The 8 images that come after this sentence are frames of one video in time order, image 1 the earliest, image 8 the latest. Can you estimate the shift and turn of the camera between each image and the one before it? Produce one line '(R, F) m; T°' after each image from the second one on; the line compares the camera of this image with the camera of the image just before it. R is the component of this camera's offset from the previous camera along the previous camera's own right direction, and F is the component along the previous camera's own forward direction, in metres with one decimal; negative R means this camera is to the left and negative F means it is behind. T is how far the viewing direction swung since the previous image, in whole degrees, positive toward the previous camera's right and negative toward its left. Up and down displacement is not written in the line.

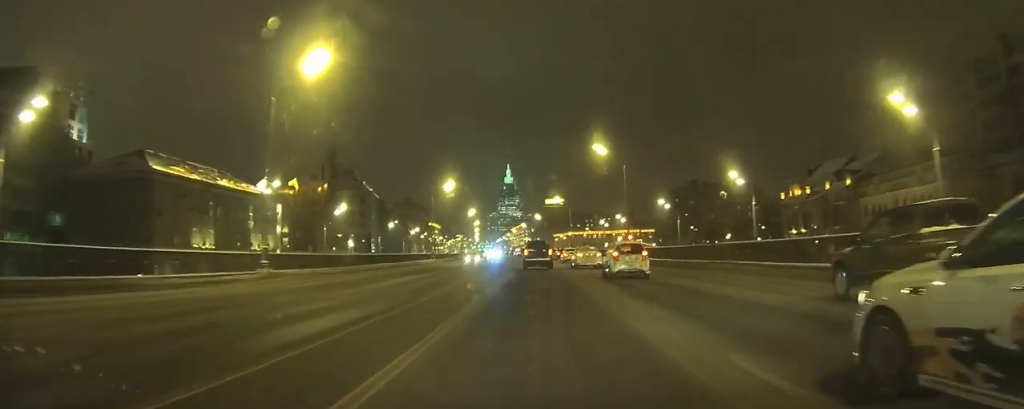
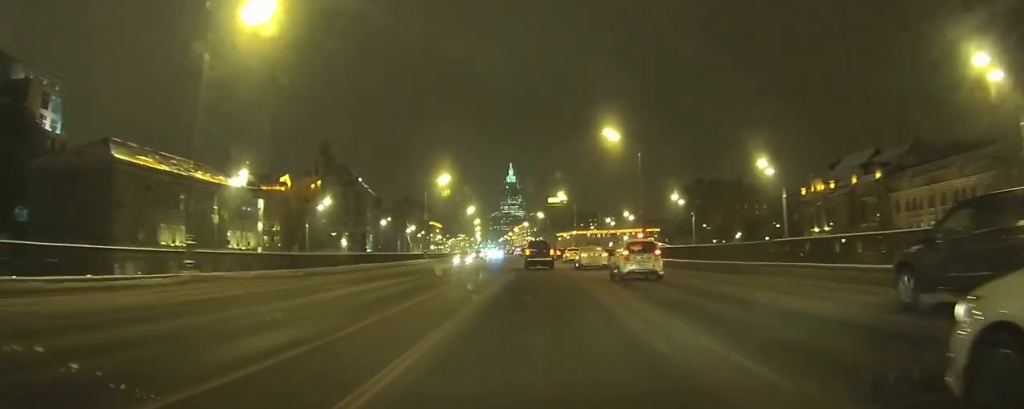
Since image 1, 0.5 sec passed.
(0.0, +5.9) m; 0°
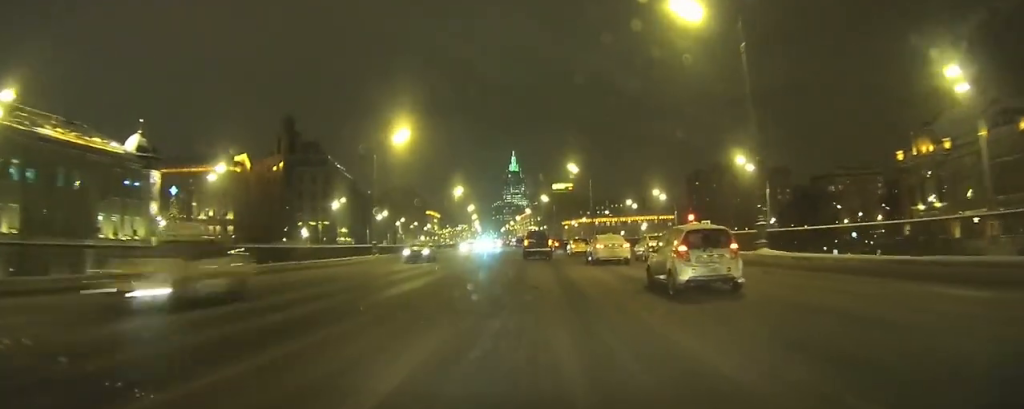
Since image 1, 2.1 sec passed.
(-0.1, +25.8) m; 0°
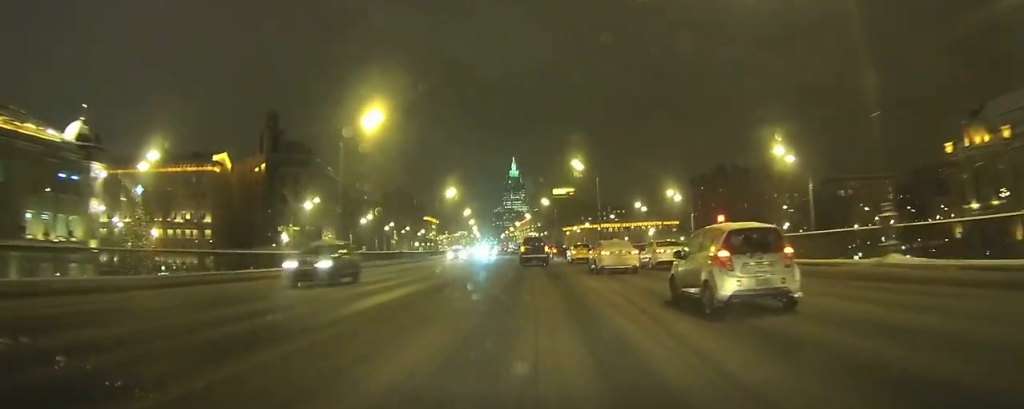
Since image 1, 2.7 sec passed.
(0.0, +11.0) m; 0°
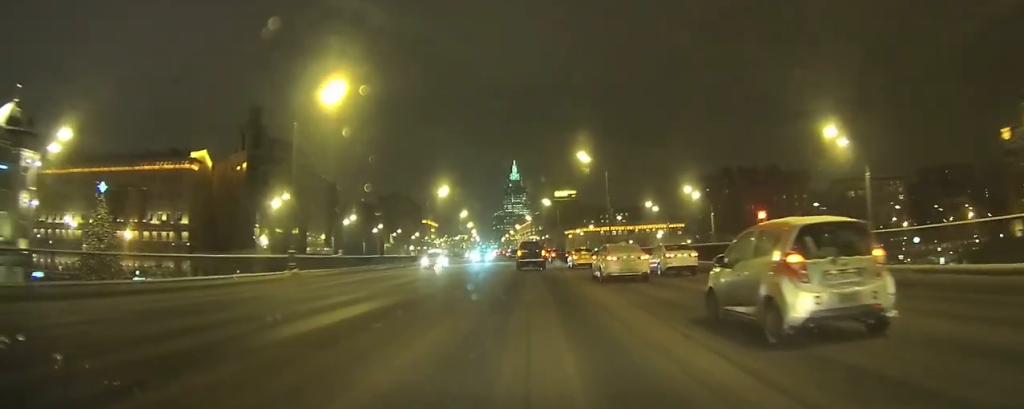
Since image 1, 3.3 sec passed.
(0.0, +11.6) m; 0°
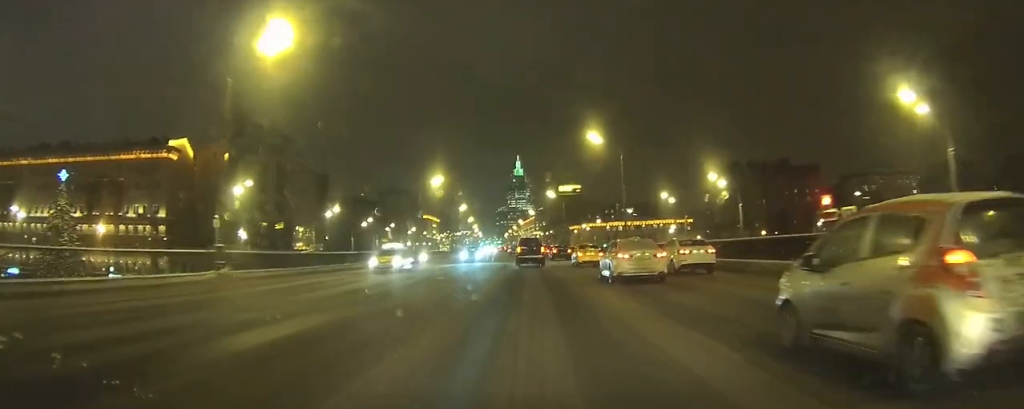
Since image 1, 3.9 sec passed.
(0.0, +11.5) m; 0°
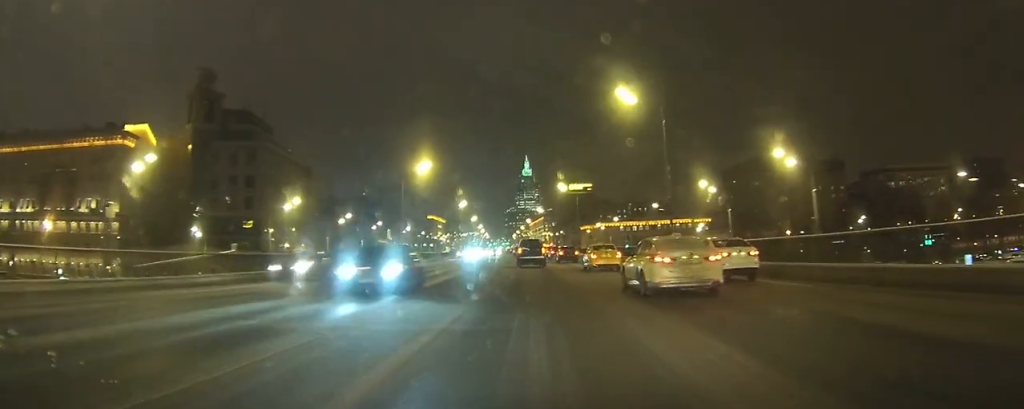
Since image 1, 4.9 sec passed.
(-0.2, +19.3) m; -1°
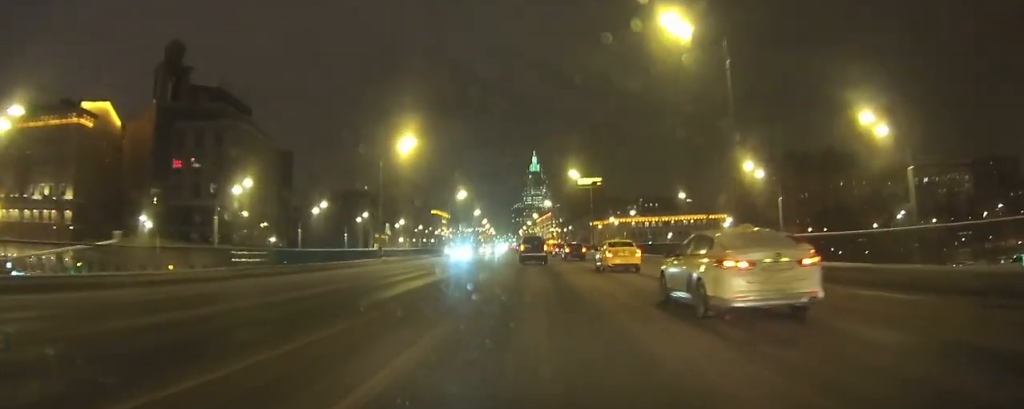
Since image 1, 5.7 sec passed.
(0.0, +14.2) m; 0°
